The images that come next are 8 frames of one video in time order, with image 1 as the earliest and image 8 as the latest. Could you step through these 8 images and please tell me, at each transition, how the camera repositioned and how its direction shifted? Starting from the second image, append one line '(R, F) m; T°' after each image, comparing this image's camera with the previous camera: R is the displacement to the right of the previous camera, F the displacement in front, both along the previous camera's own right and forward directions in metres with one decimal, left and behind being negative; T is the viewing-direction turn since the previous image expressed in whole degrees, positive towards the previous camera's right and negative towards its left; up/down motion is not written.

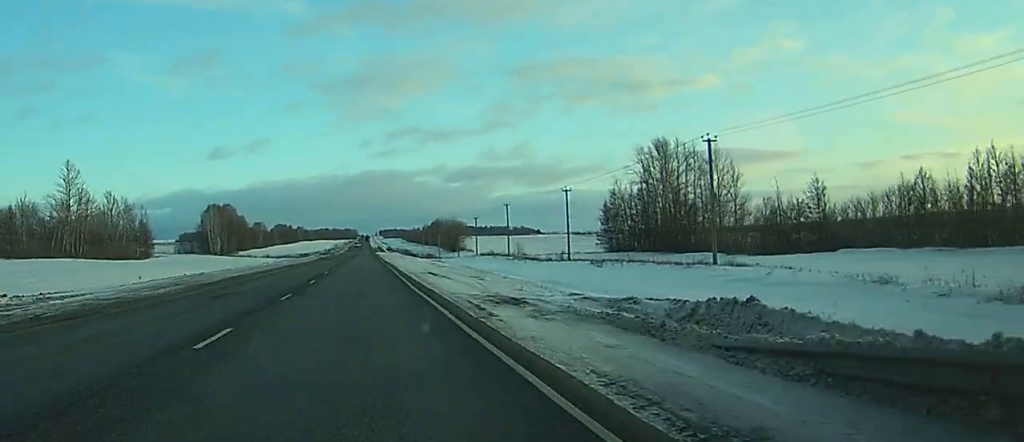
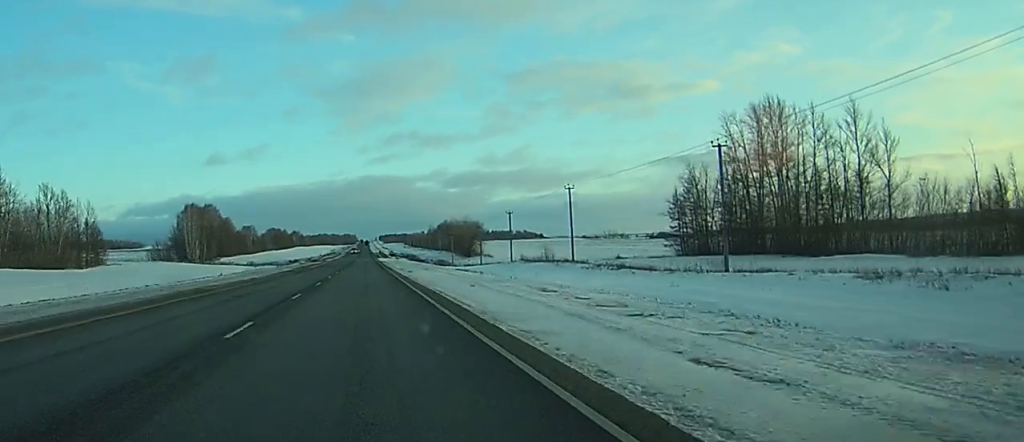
(0.0, +45.8) m; 0°
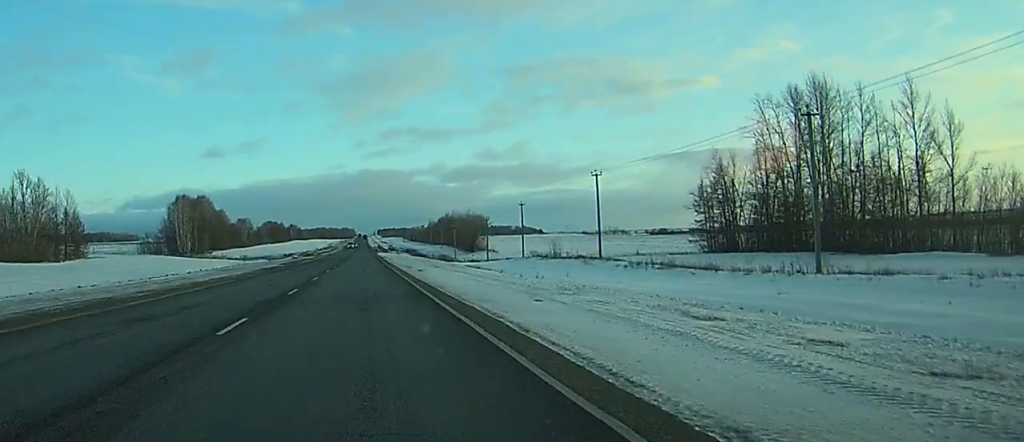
(0.0, +12.7) m; 0°
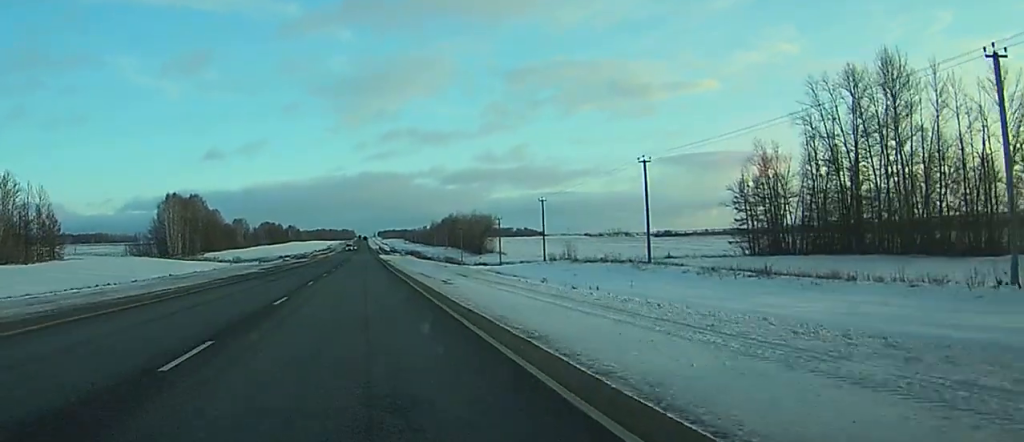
(0.0, +15.6) m; 0°
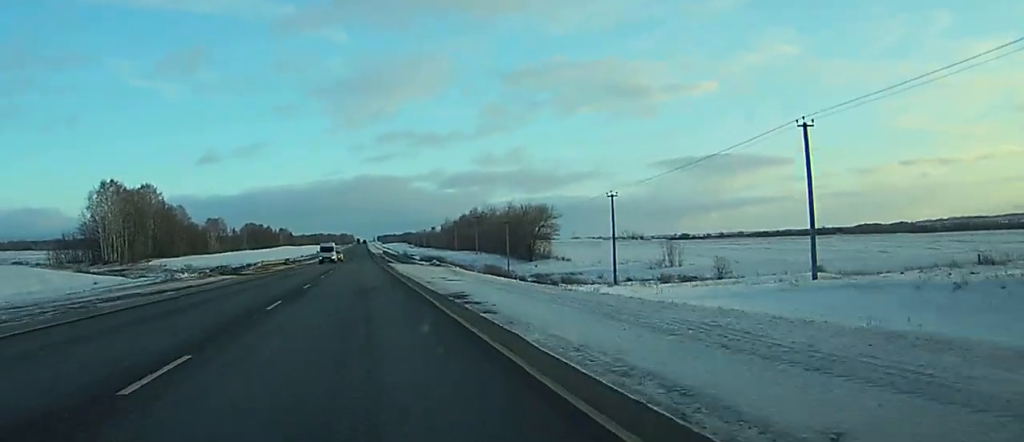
(+0.4, +72.9) m; 0°
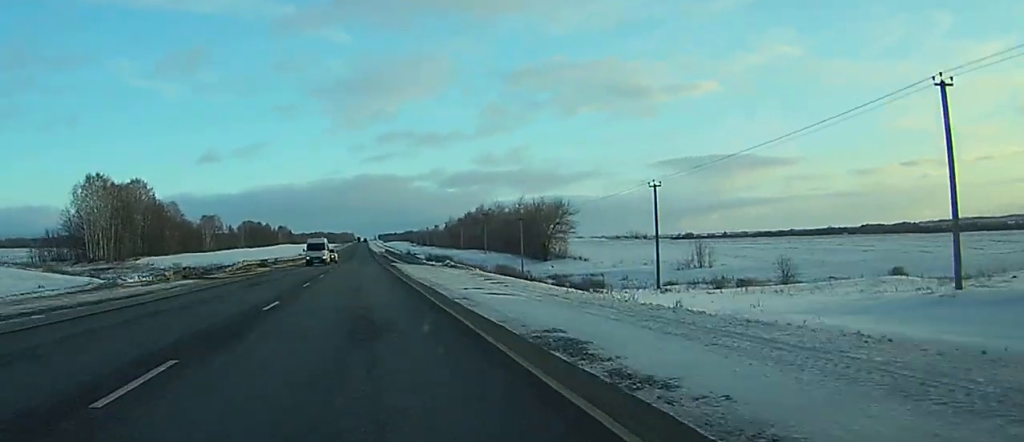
(0.0, +12.6) m; 0°
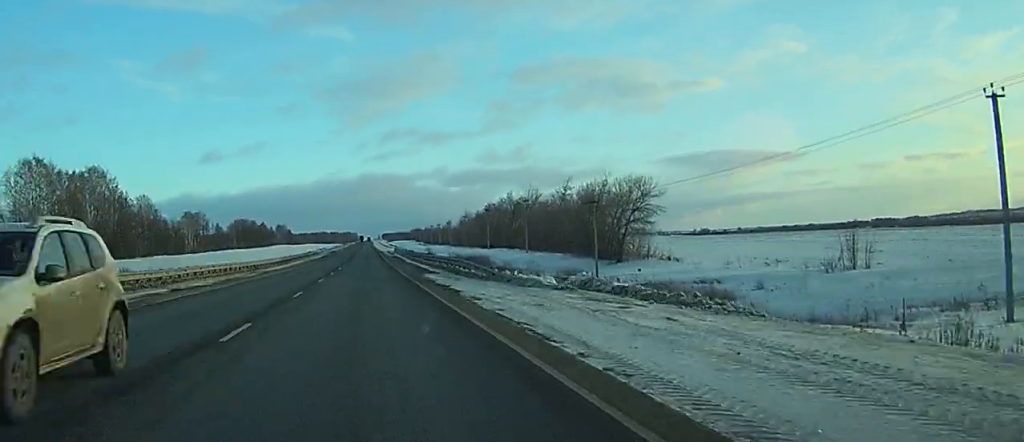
(-0.1, +42.4) m; 0°
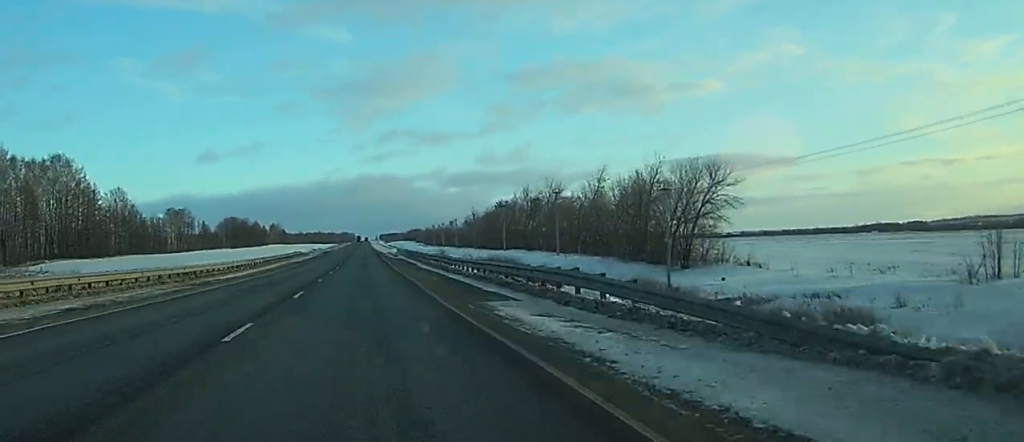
(0.0, +24.0) m; 0°
